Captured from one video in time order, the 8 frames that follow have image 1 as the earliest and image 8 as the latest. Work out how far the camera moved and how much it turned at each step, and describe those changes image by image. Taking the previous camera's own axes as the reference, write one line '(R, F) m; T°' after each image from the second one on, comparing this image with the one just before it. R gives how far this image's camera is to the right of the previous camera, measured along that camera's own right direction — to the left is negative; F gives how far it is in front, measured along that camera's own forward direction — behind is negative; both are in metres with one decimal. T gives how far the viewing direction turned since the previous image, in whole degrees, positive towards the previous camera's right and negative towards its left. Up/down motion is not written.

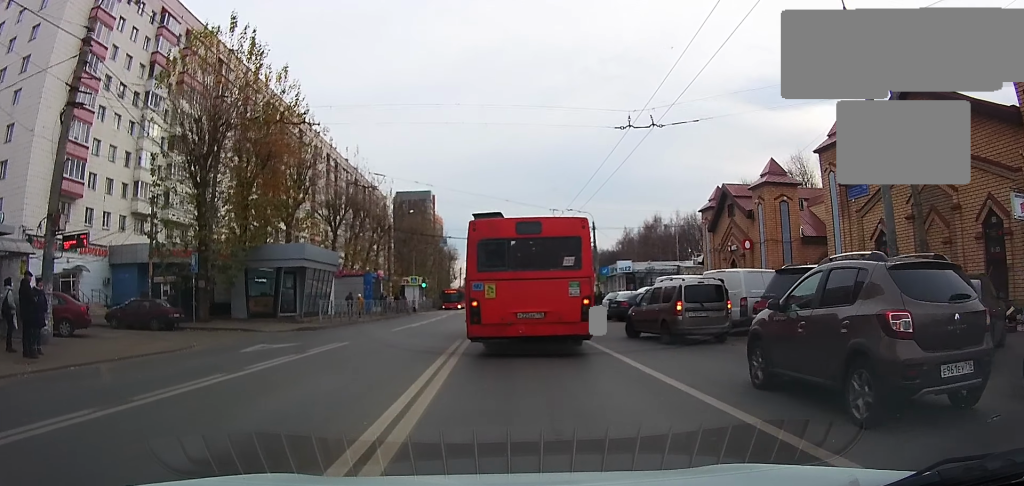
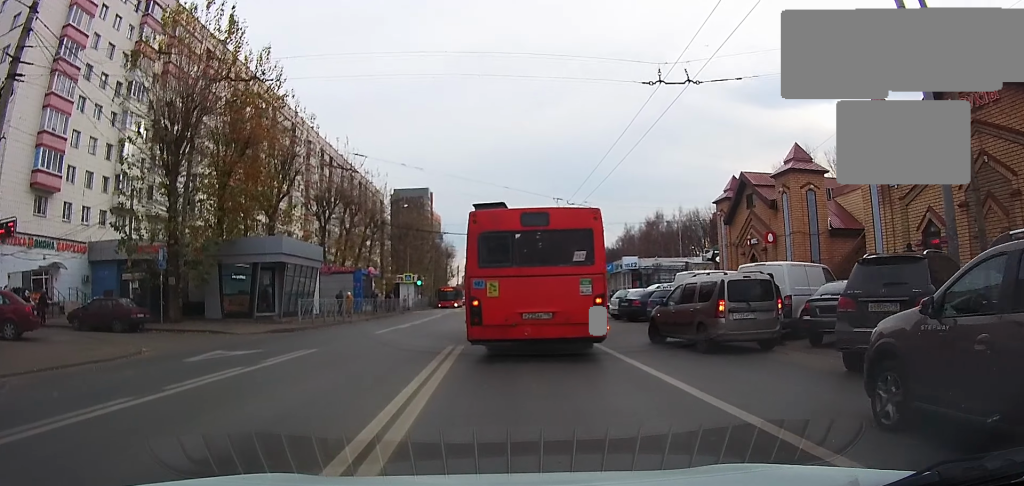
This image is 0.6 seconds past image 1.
(0.0, +2.6) m; -1°
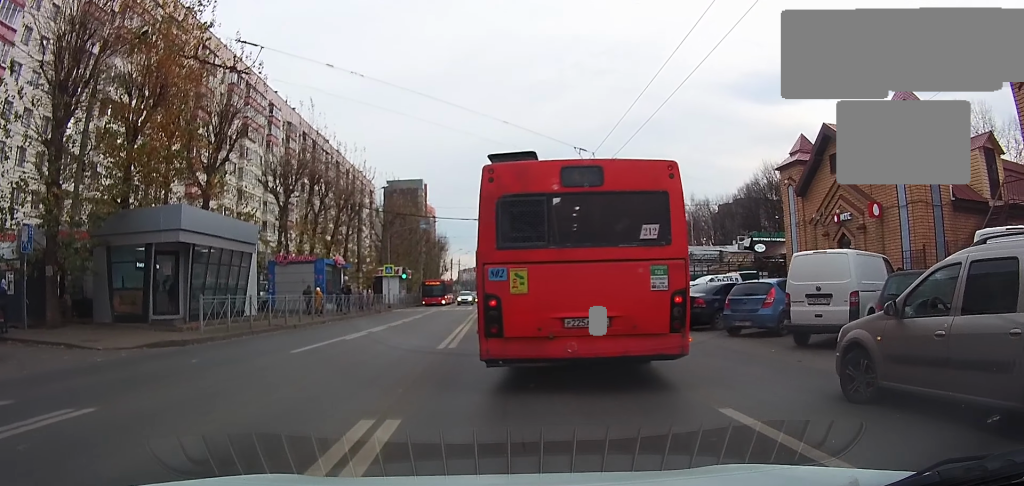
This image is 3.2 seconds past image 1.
(0.0, +10.0) m; +2°
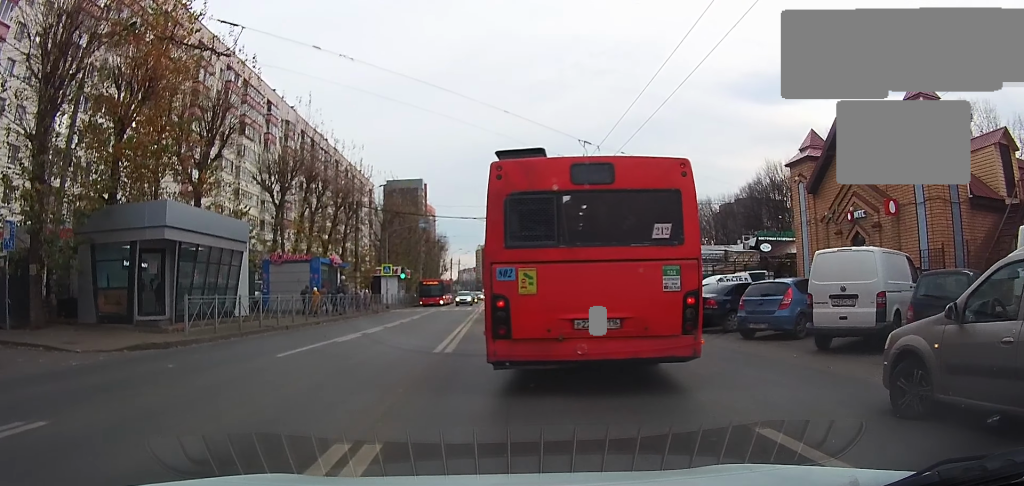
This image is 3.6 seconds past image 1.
(0.0, +1.4) m; 0°
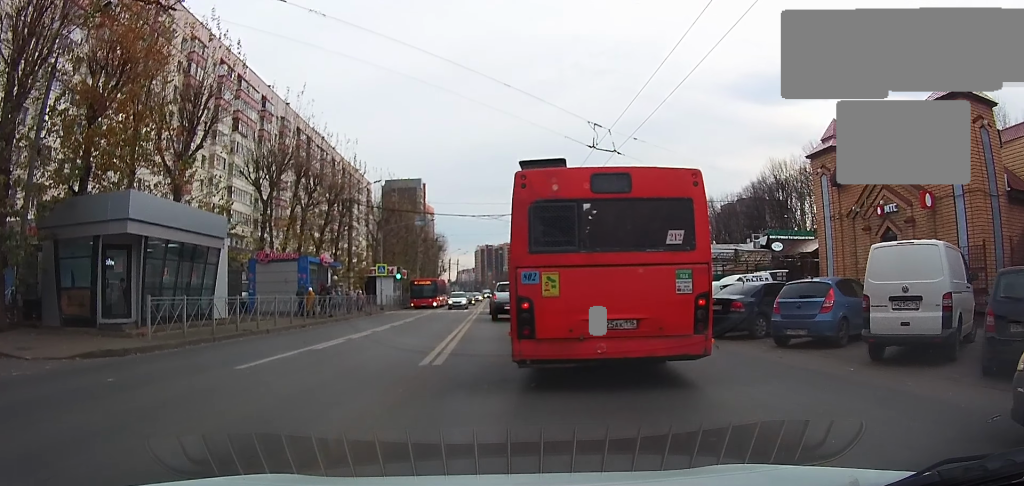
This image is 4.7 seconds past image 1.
(0.0, +2.8) m; -1°
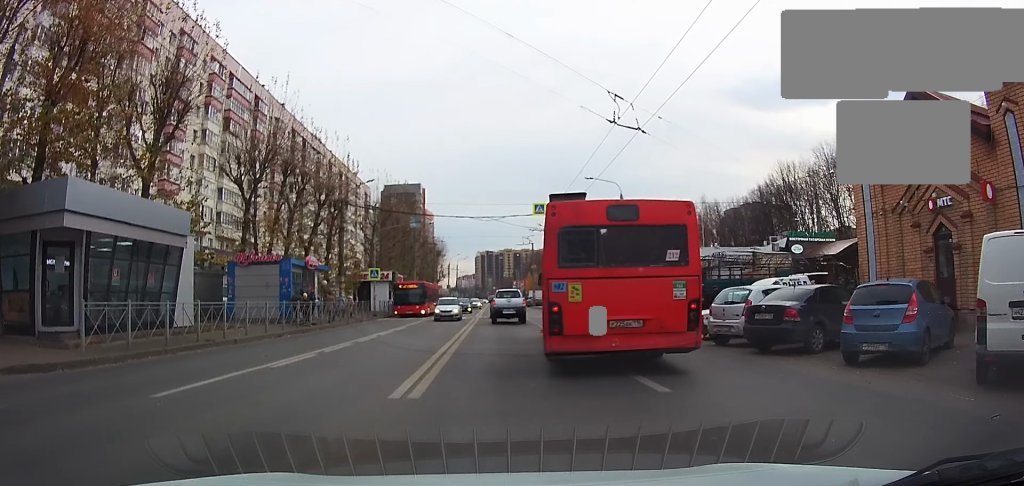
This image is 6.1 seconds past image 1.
(0.0, +3.7) m; +1°
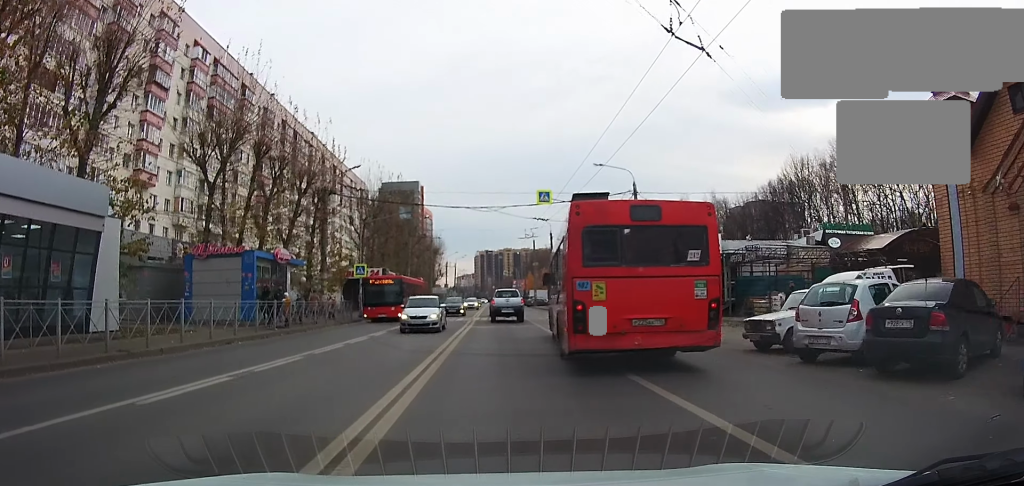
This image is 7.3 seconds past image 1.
(0.0, +3.9) m; 0°
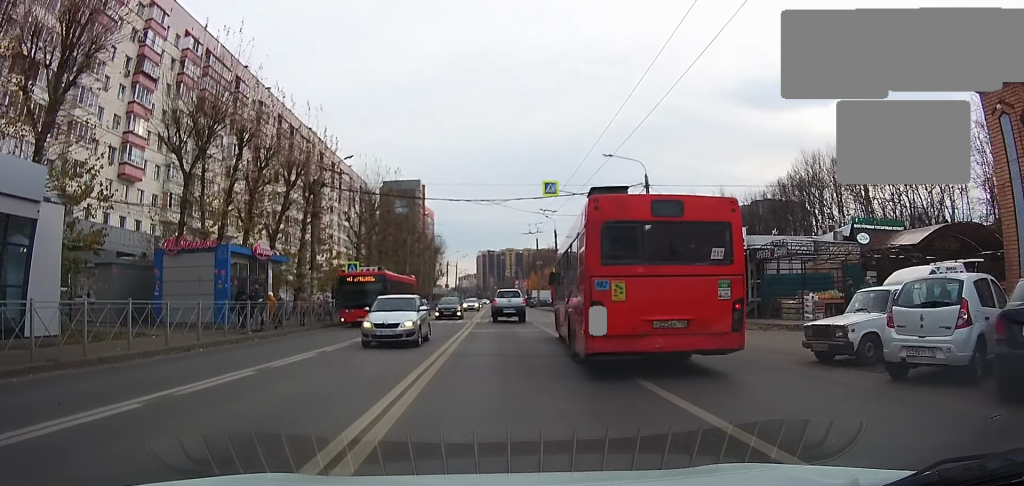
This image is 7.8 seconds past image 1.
(0.0, +2.0) m; 0°
